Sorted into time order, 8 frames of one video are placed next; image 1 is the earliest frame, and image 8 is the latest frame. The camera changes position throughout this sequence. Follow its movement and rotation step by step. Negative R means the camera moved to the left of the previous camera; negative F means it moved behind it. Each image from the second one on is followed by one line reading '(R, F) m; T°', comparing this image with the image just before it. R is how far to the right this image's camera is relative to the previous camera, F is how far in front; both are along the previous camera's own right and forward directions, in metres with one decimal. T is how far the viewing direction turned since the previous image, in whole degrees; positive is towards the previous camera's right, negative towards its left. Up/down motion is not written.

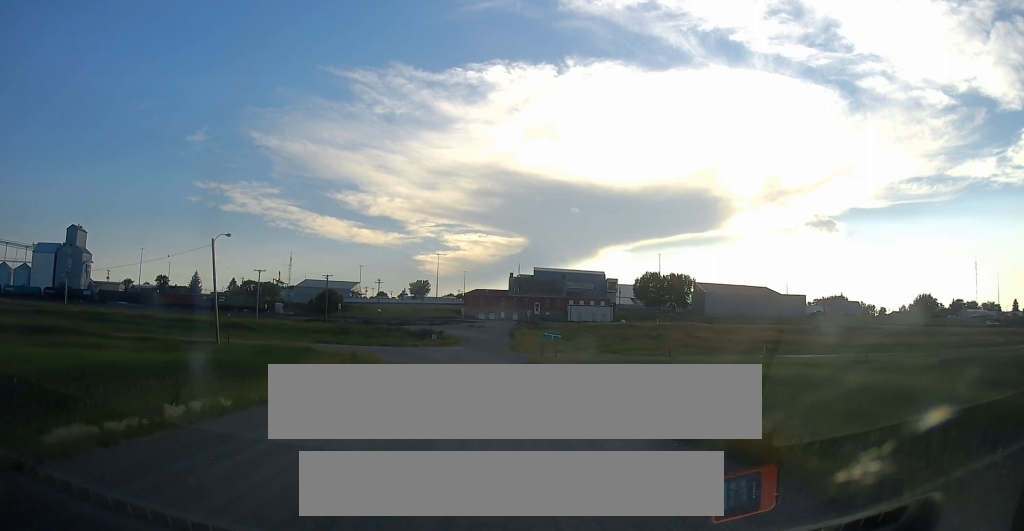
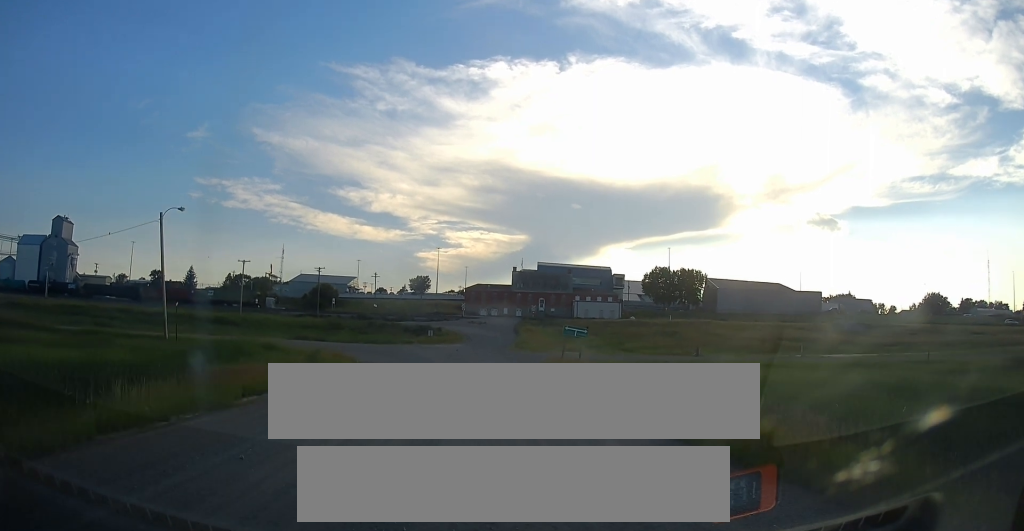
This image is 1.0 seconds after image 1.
(0.0, +9.7) m; 0°
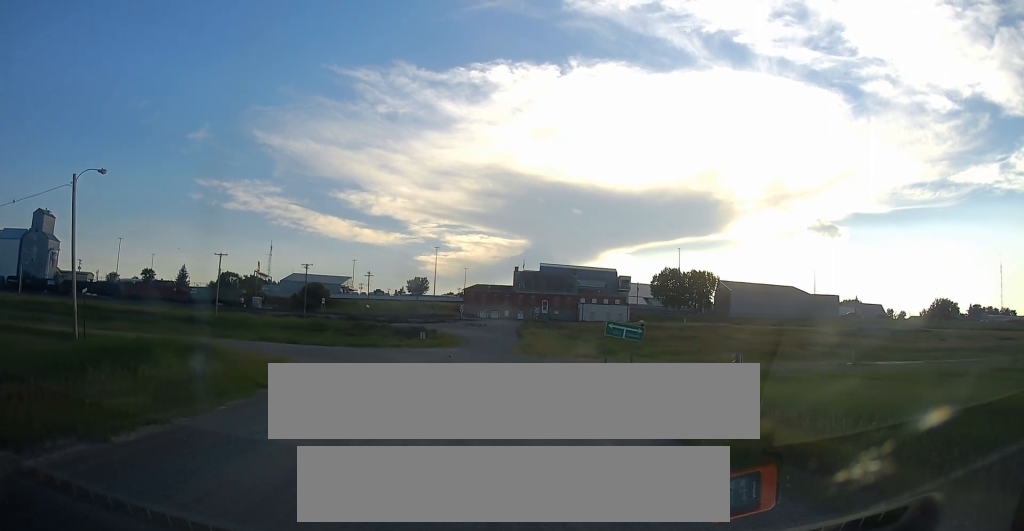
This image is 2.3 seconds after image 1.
(-0.1, +11.0) m; -1°
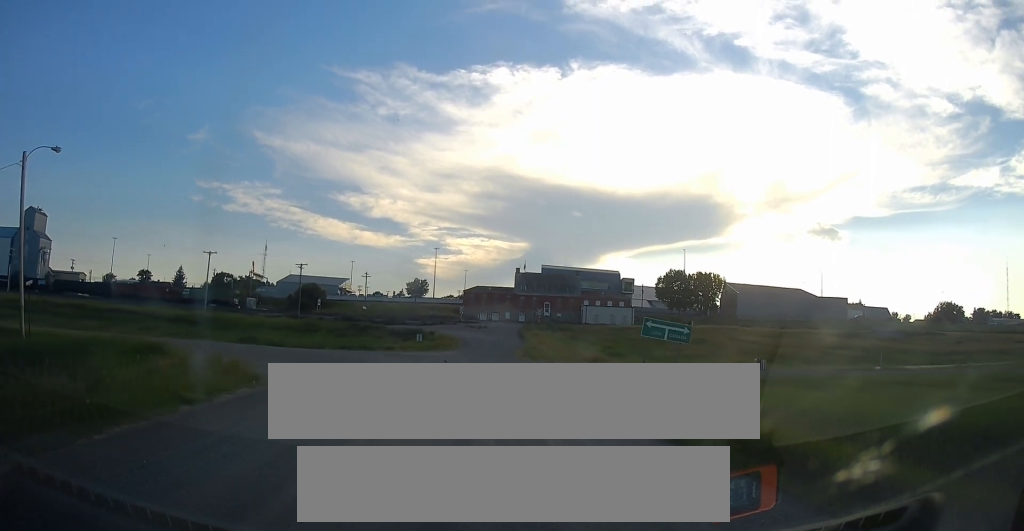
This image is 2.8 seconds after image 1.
(0.0, +4.8) m; +1°
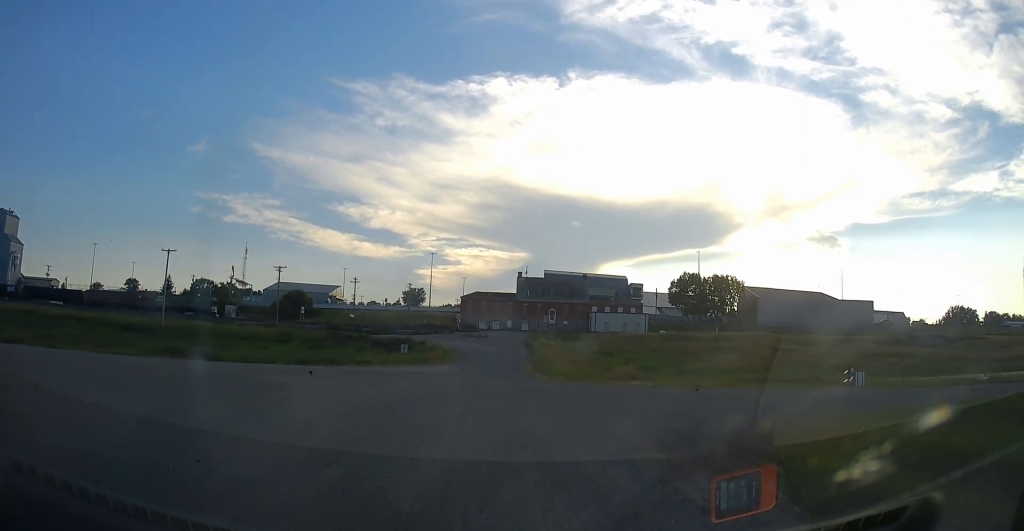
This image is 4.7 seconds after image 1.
(+0.6, +14.4) m; +2°
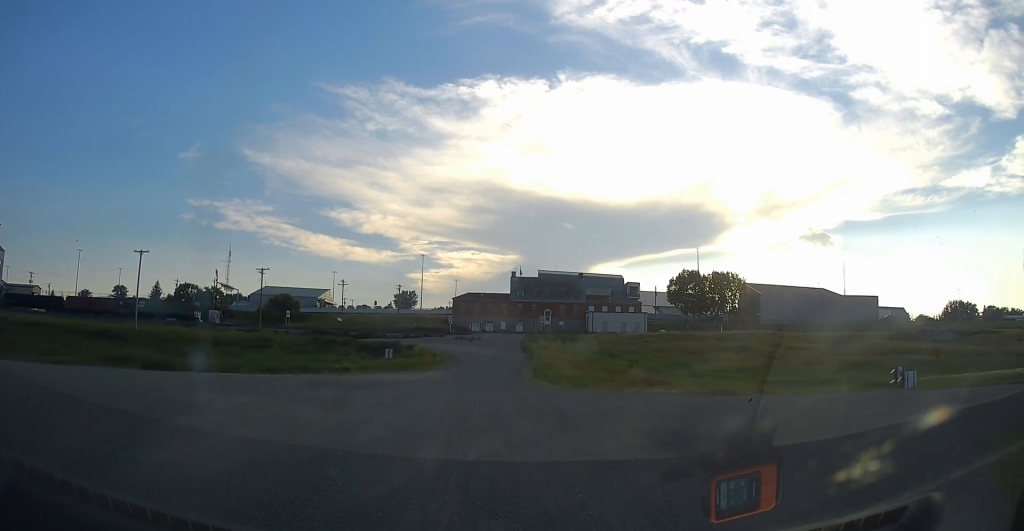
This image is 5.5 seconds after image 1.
(-0.3, +5.8) m; 0°
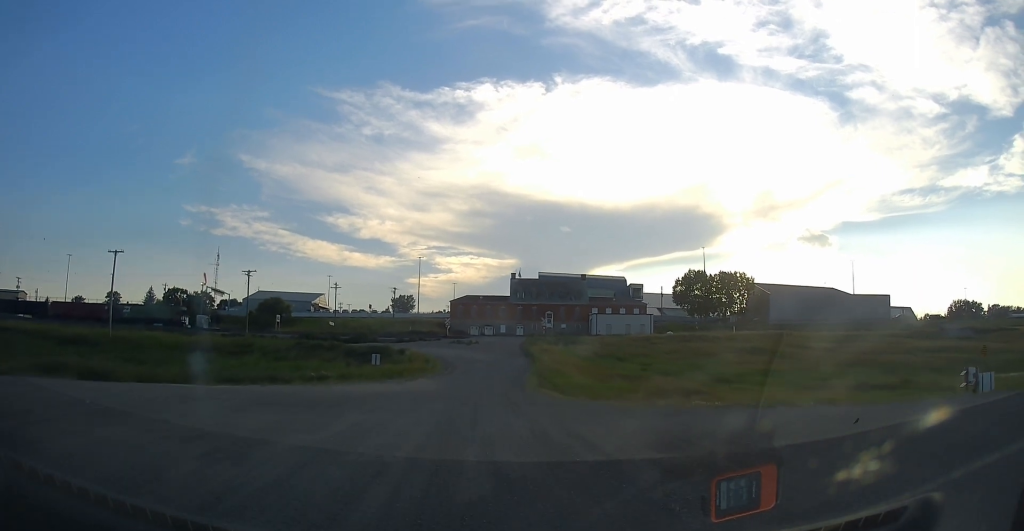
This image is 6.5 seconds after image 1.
(+0.4, +6.3) m; 0°
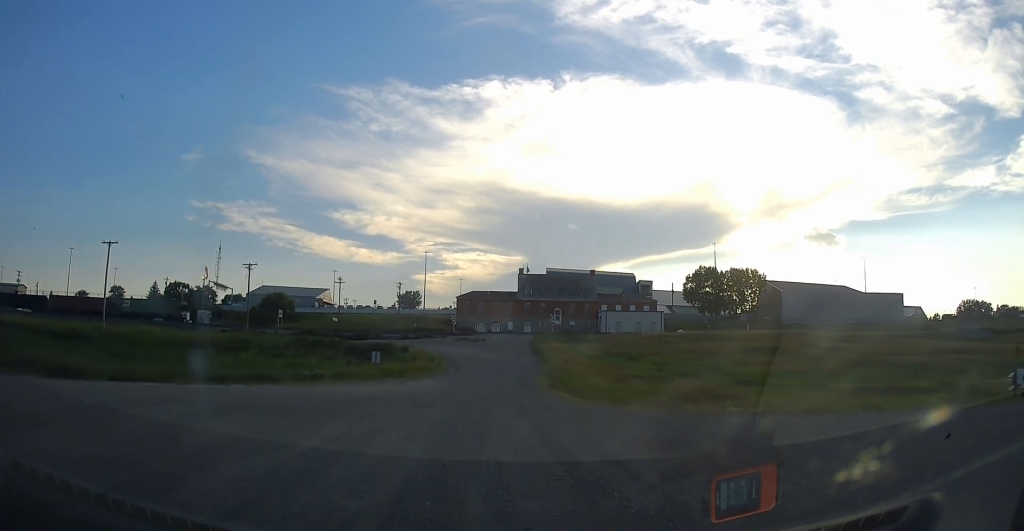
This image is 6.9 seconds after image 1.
(-0.2, +3.0) m; 0°
